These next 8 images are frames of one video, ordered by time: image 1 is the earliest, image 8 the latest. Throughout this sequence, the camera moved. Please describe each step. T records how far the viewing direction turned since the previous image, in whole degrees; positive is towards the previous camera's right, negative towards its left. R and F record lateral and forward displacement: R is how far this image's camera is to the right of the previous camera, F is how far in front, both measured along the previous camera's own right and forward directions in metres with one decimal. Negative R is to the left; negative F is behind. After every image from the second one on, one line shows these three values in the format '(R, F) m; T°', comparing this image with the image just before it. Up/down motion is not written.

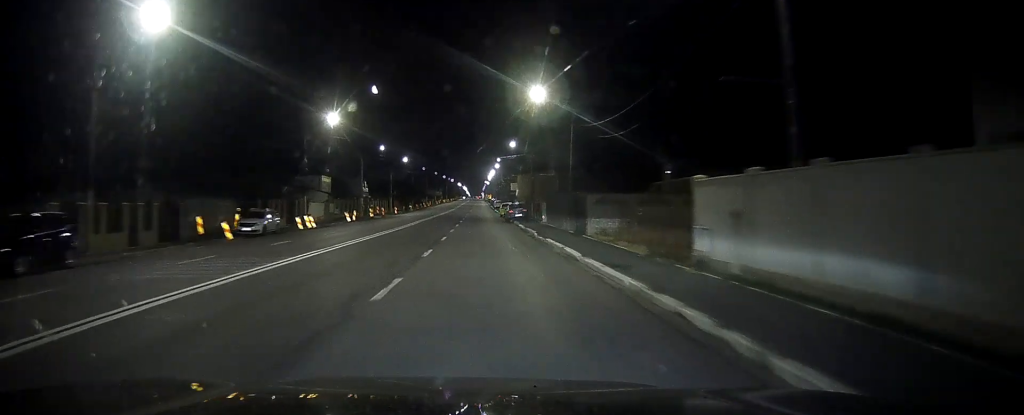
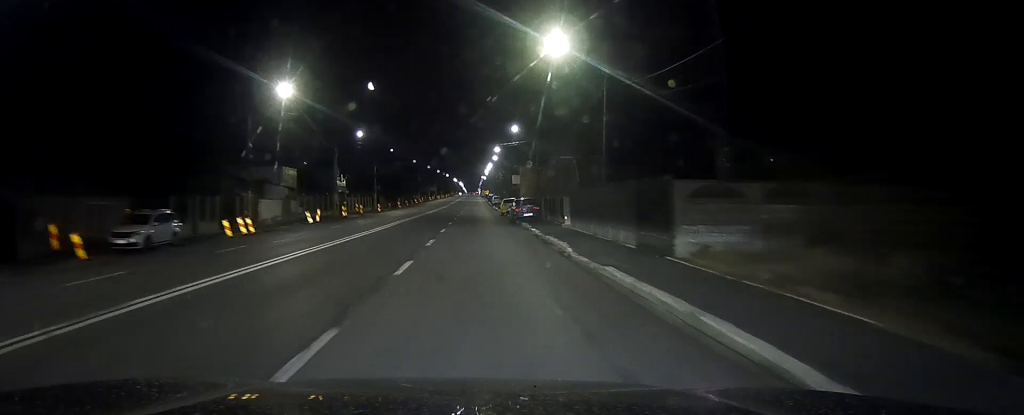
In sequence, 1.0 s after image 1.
(-0.1, +14.7) m; 0°
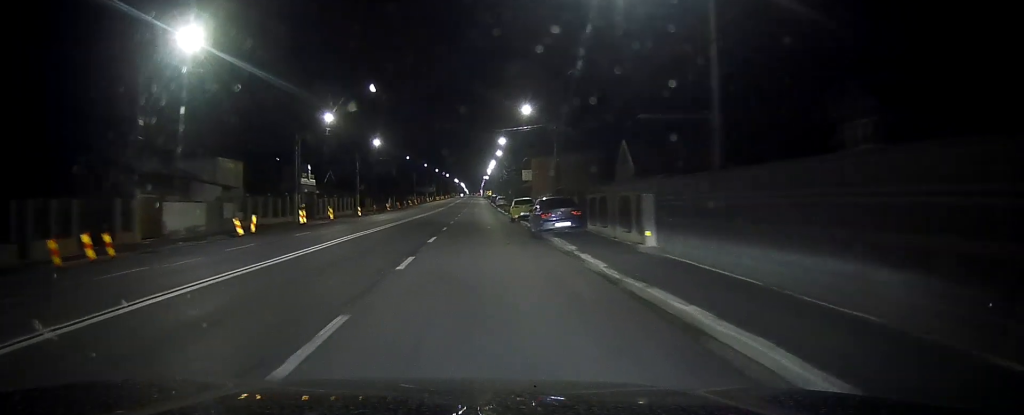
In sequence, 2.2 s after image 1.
(0.0, +17.1) m; 0°
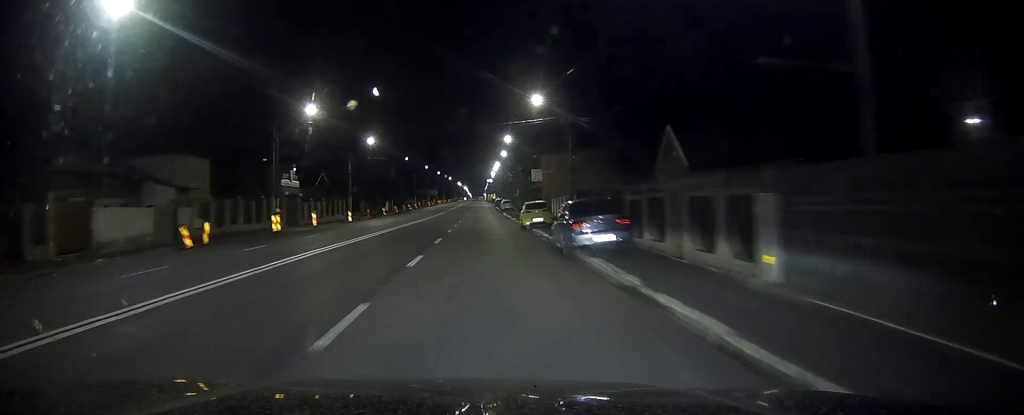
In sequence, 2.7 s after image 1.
(0.0, +7.8) m; 0°
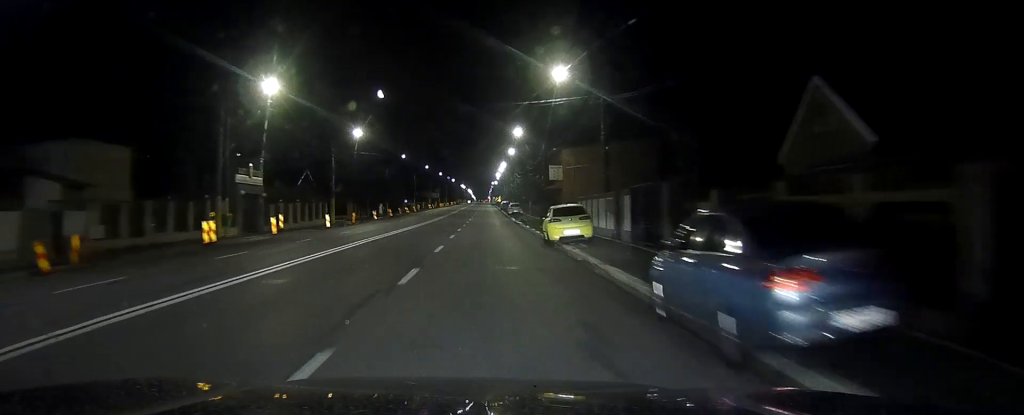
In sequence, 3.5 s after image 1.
(-0.1, +12.2) m; -1°
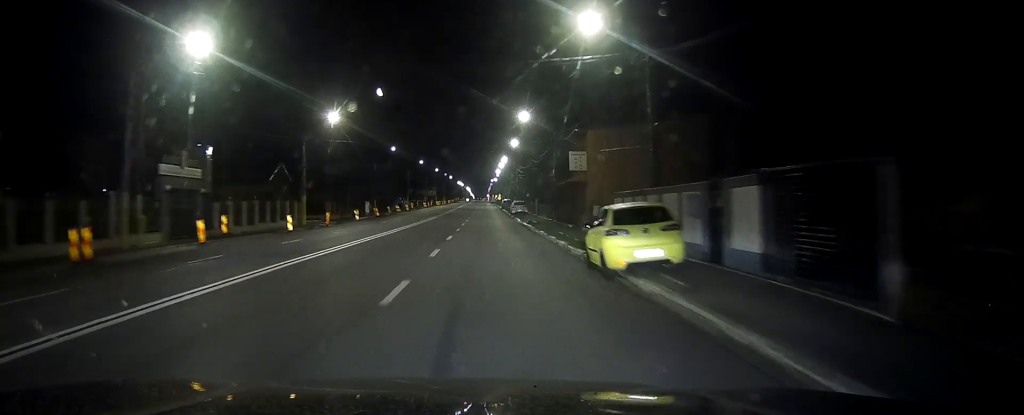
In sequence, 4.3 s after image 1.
(0.0, +11.7) m; 0°
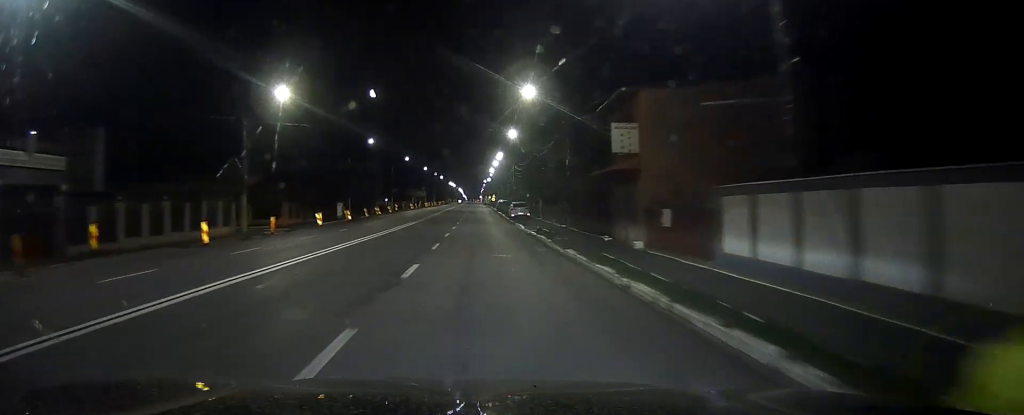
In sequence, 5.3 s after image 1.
(0.0, +14.3) m; 0°
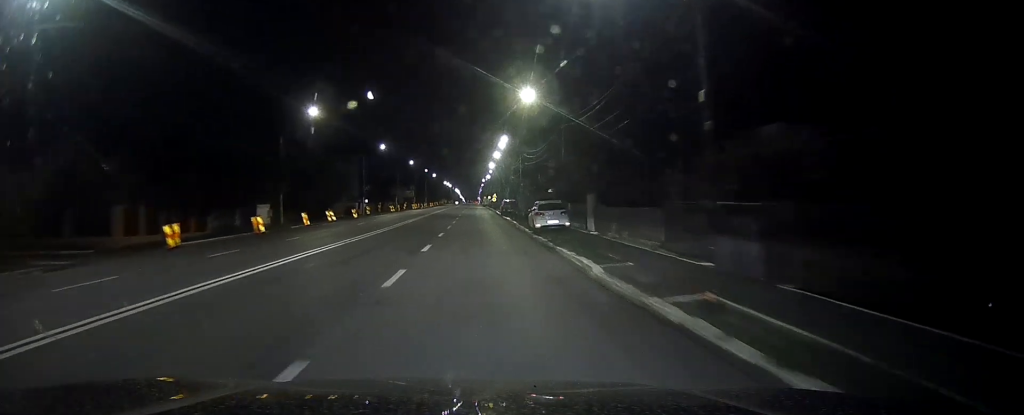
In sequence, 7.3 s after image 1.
(+0.3, +28.9) m; 0°
